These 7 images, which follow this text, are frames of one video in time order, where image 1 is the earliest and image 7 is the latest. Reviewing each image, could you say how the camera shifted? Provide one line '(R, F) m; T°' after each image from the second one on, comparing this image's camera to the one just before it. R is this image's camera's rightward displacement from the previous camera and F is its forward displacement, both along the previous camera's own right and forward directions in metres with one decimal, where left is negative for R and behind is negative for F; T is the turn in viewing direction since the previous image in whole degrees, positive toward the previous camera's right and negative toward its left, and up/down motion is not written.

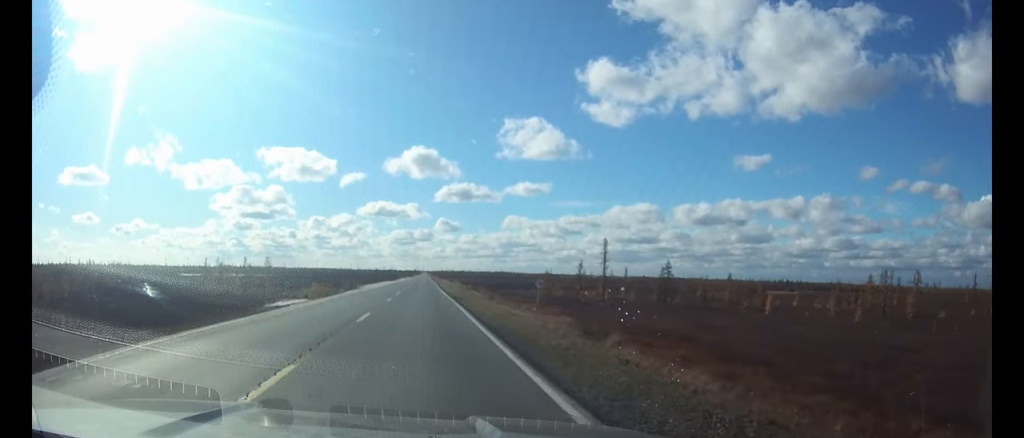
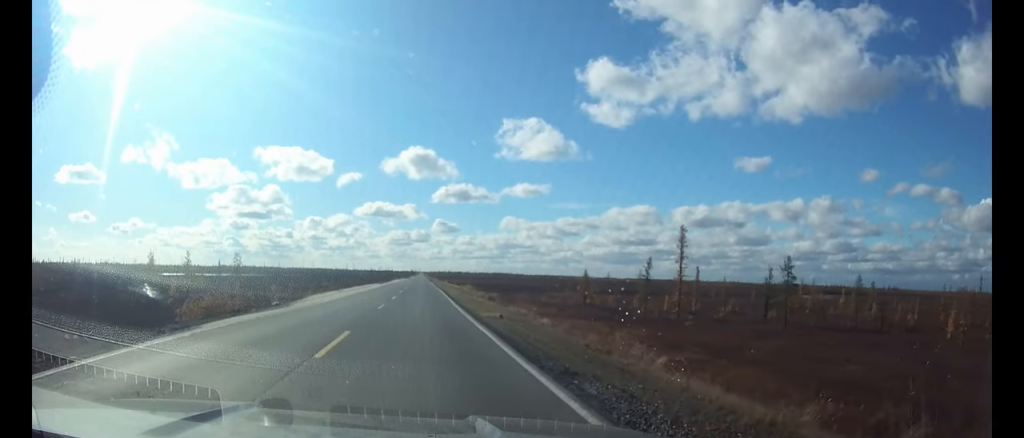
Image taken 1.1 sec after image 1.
(0.0, +30.1) m; 0°
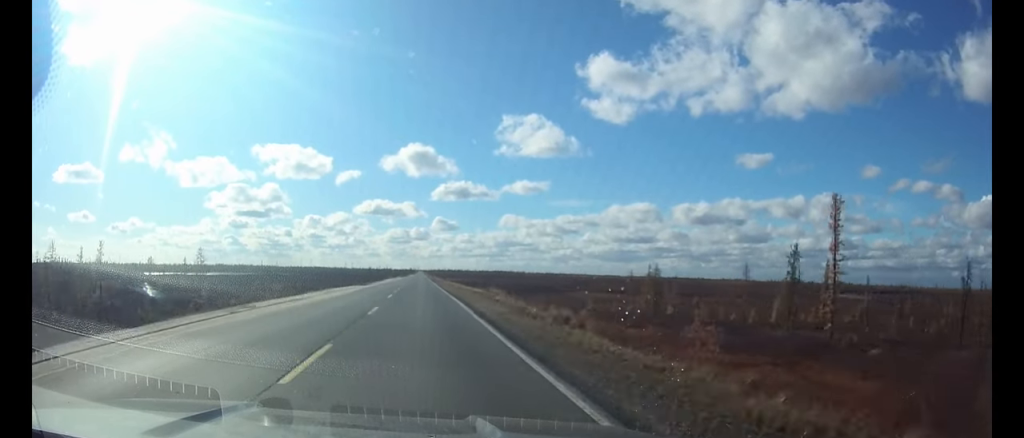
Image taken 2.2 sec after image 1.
(0.0, +28.6) m; 0°
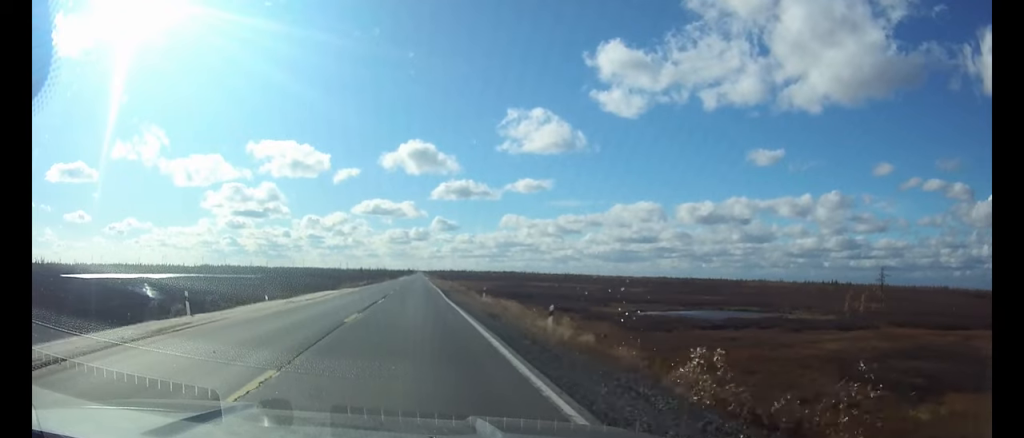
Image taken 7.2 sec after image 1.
(+0.2, +132.1) m; 0°
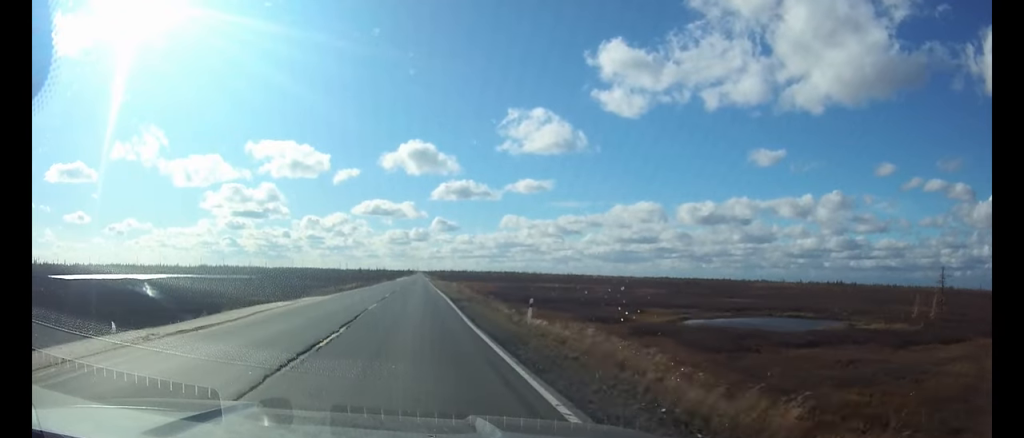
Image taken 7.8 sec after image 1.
(0.0, +16.7) m; 0°
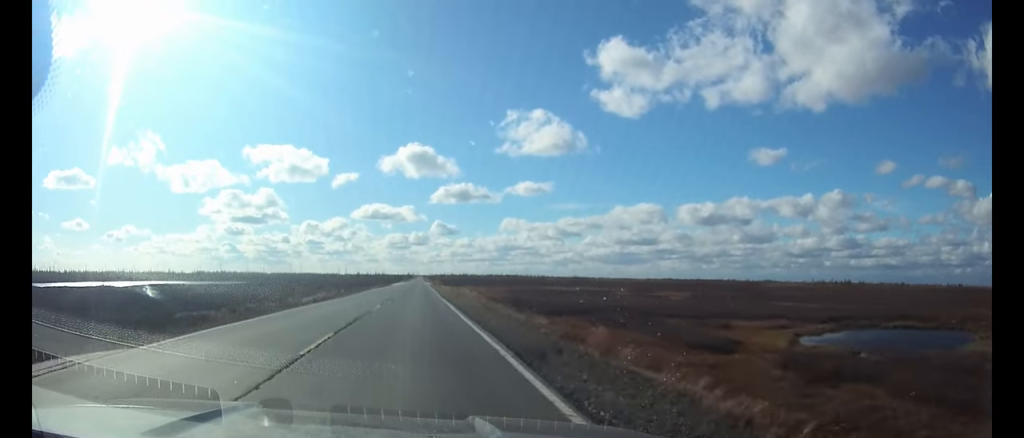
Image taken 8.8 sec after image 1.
(0.0, +26.8) m; 0°
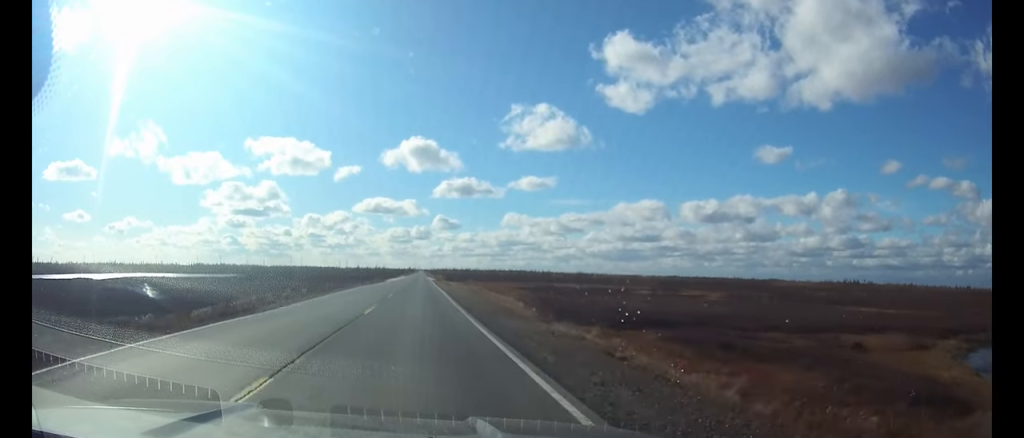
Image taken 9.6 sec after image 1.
(0.0, +22.9) m; 0°
